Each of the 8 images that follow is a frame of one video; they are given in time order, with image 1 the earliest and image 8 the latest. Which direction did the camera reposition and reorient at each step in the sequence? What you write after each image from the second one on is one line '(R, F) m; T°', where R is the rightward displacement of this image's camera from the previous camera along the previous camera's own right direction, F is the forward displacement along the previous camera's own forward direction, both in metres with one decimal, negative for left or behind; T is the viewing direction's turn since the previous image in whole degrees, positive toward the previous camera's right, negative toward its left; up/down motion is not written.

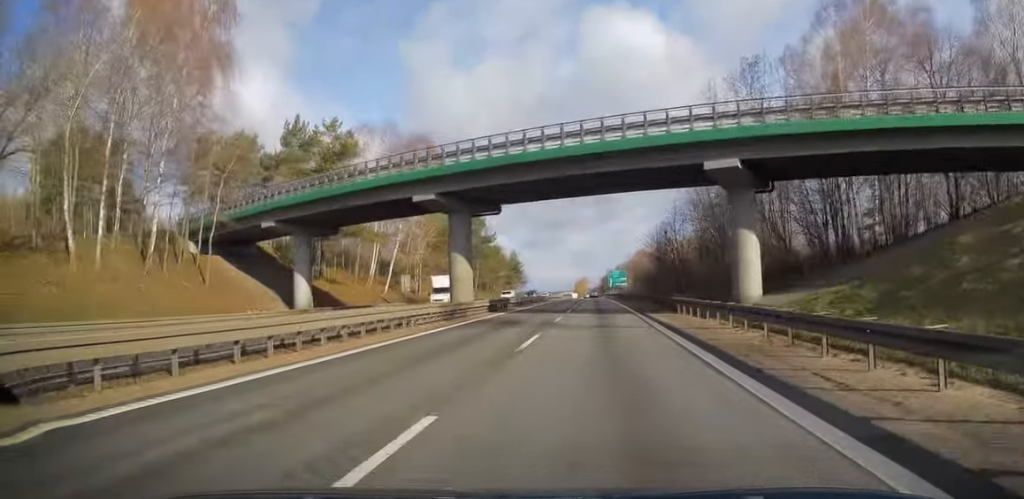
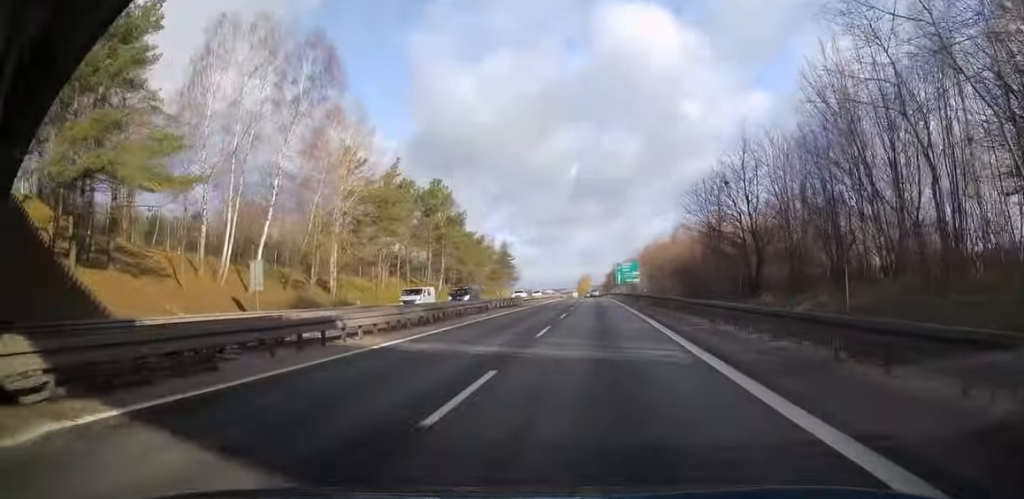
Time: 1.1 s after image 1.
(-0.3, +32.4) m; -1°
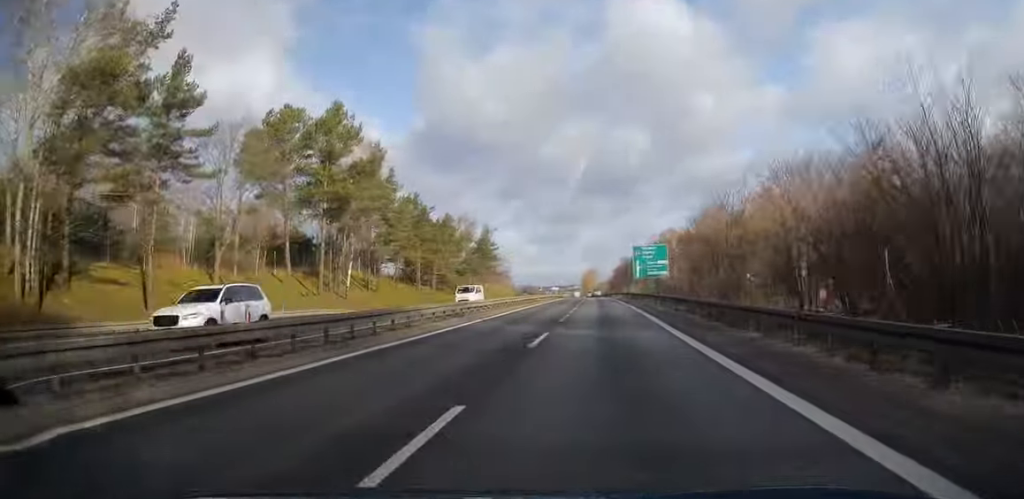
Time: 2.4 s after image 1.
(-0.2, +39.3) m; -1°
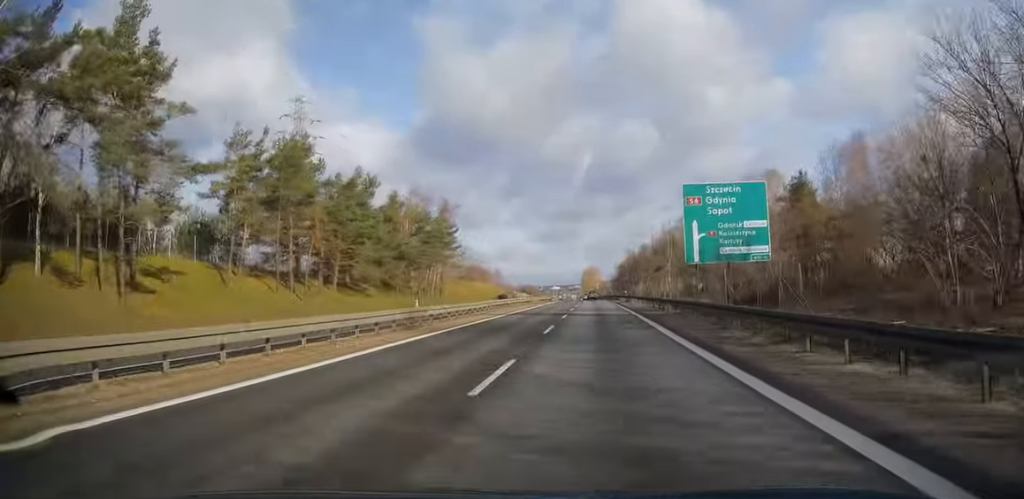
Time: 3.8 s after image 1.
(0.0, +42.8) m; 0°
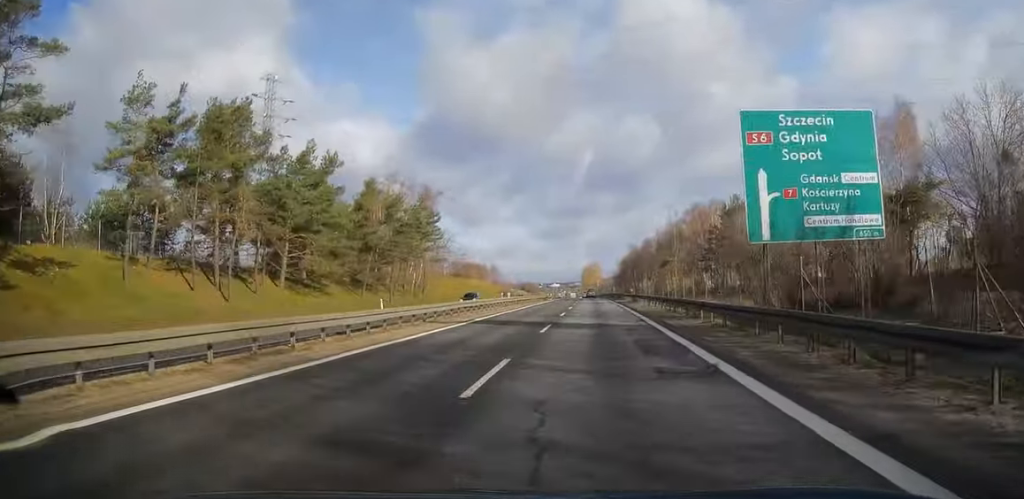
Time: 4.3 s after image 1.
(0.0, +12.3) m; 0°
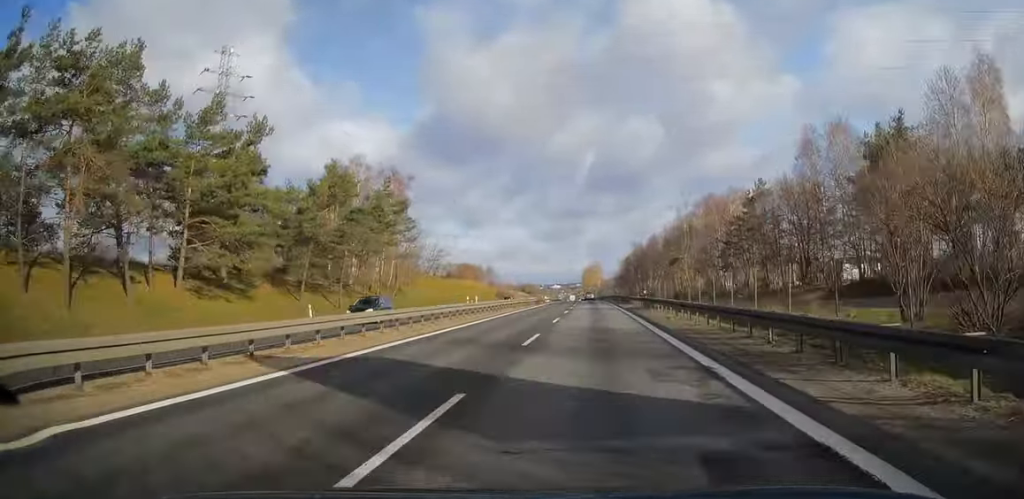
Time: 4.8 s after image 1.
(0.0, +15.7) m; 0°
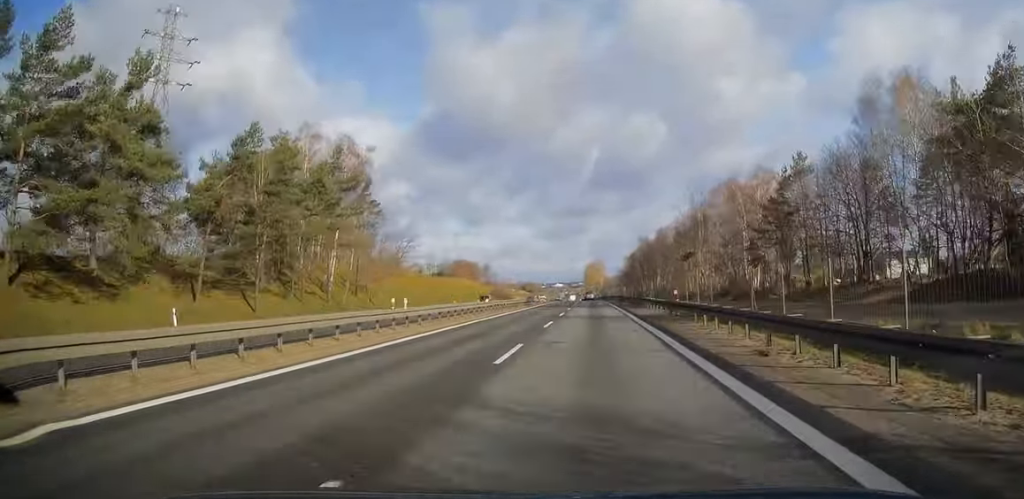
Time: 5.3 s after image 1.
(0.0, +16.2) m; 0°
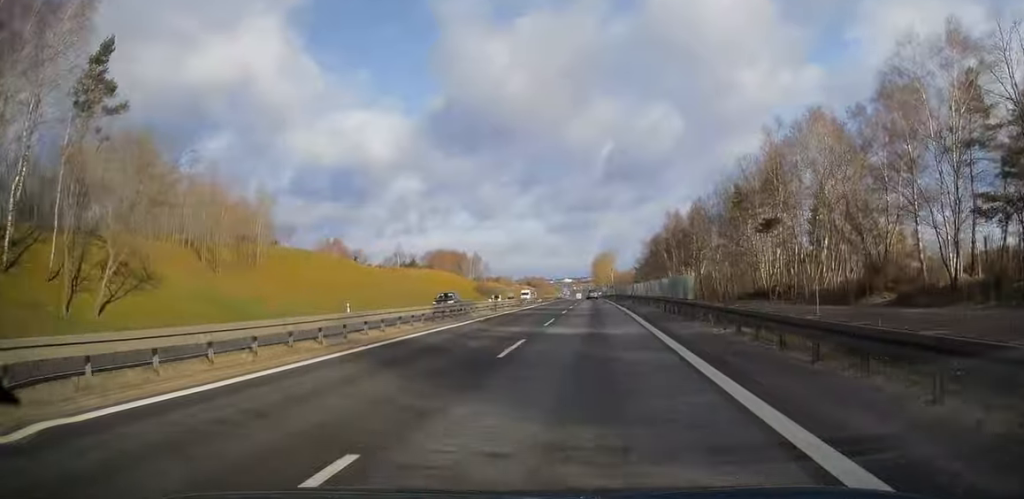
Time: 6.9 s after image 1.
(-0.4, +47.1) m; -1°
